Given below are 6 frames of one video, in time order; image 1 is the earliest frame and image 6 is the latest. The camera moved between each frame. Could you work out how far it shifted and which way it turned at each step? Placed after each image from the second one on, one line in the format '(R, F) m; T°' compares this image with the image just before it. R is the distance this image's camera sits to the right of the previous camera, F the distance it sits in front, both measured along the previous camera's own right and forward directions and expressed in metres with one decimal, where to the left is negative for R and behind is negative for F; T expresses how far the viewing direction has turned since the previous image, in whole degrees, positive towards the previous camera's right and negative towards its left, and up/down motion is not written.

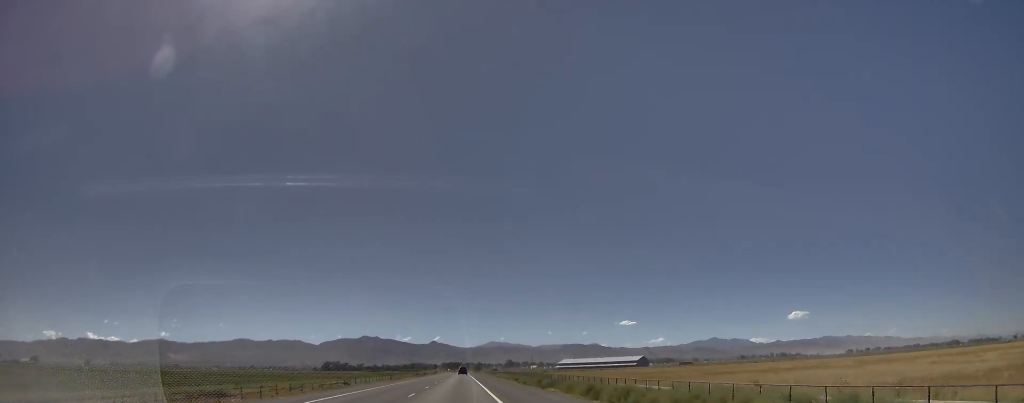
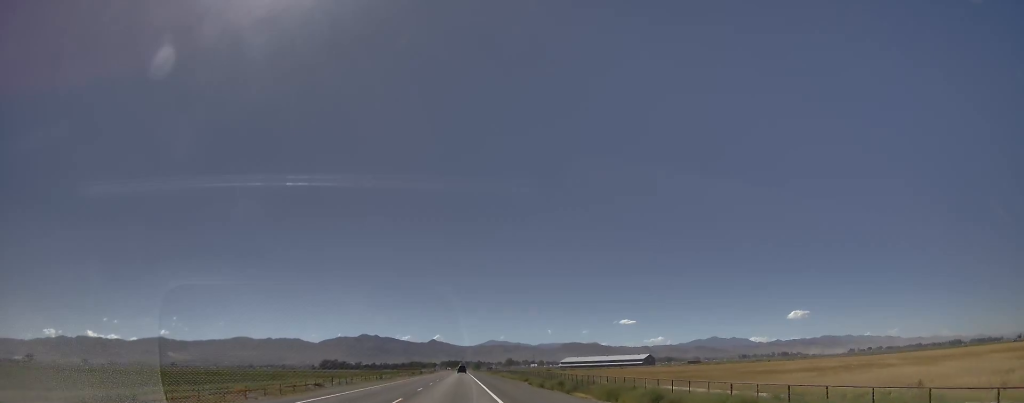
(+0.2, +18.3) m; -1°
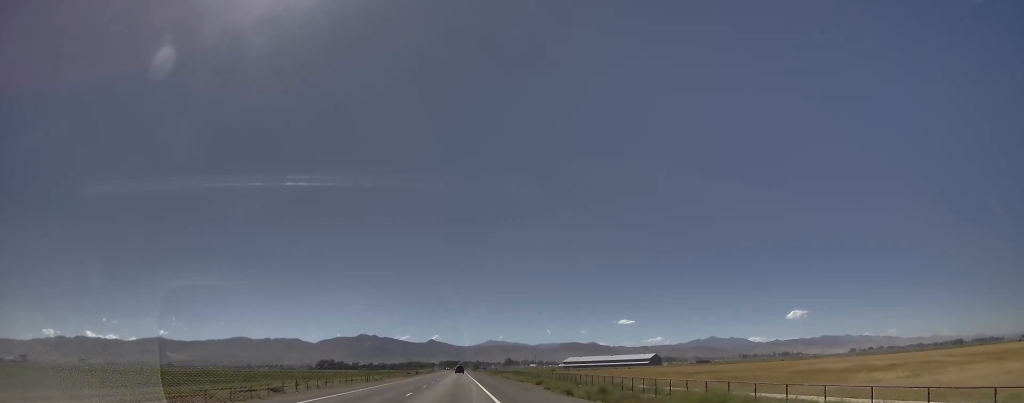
(0.0, +18.4) m; -1°
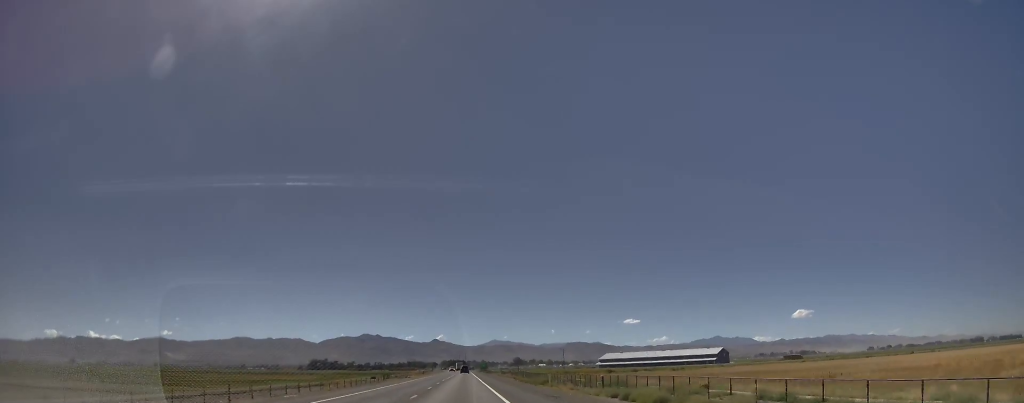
(+1.6, +112.0) m; 0°
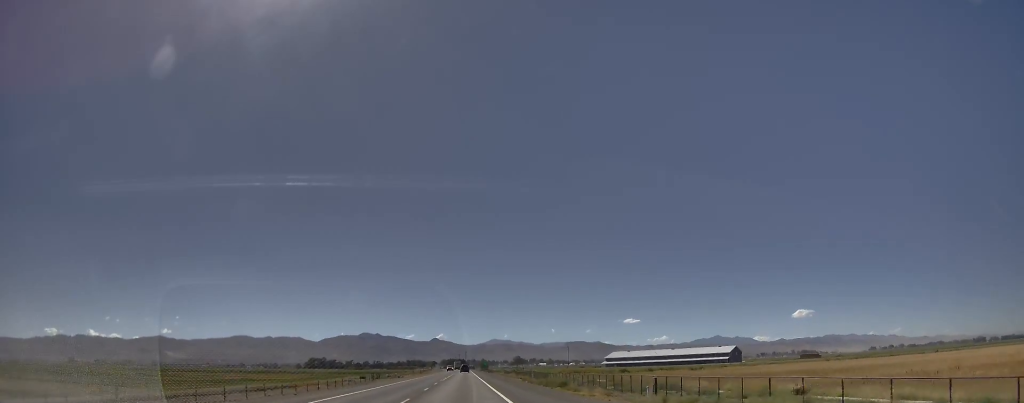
(-0.3, +16.6) m; 0°
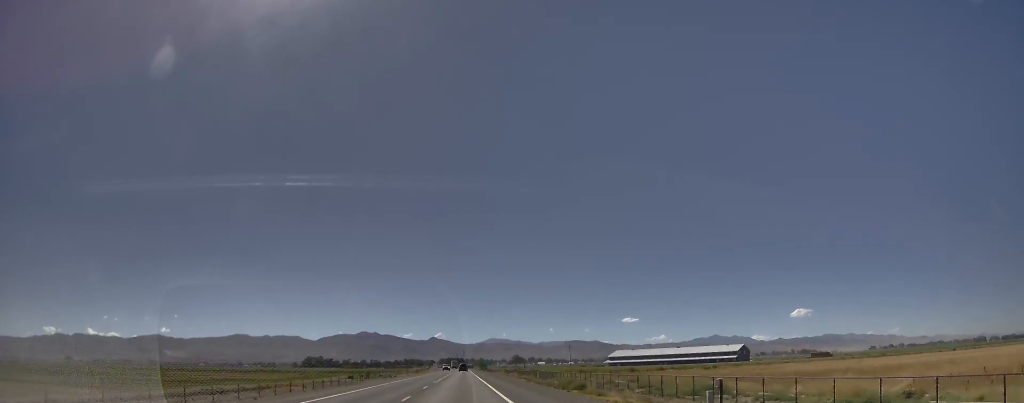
(-0.4, +11.6) m; +1°
